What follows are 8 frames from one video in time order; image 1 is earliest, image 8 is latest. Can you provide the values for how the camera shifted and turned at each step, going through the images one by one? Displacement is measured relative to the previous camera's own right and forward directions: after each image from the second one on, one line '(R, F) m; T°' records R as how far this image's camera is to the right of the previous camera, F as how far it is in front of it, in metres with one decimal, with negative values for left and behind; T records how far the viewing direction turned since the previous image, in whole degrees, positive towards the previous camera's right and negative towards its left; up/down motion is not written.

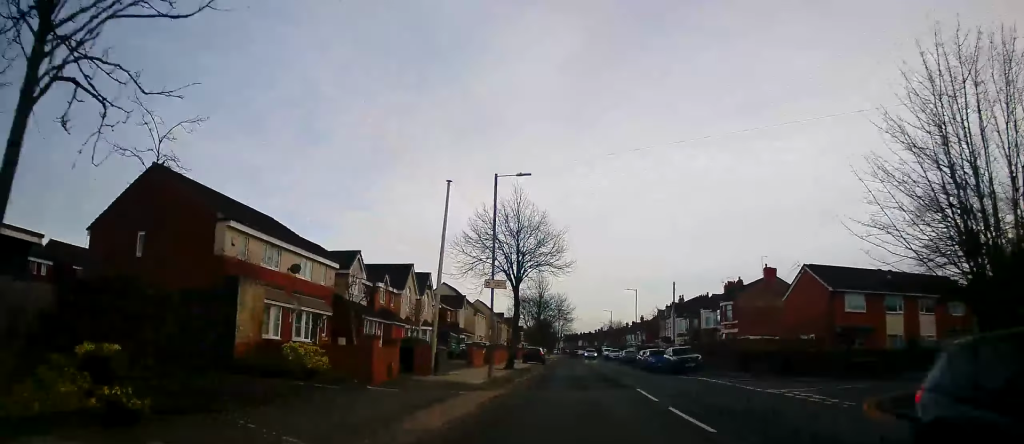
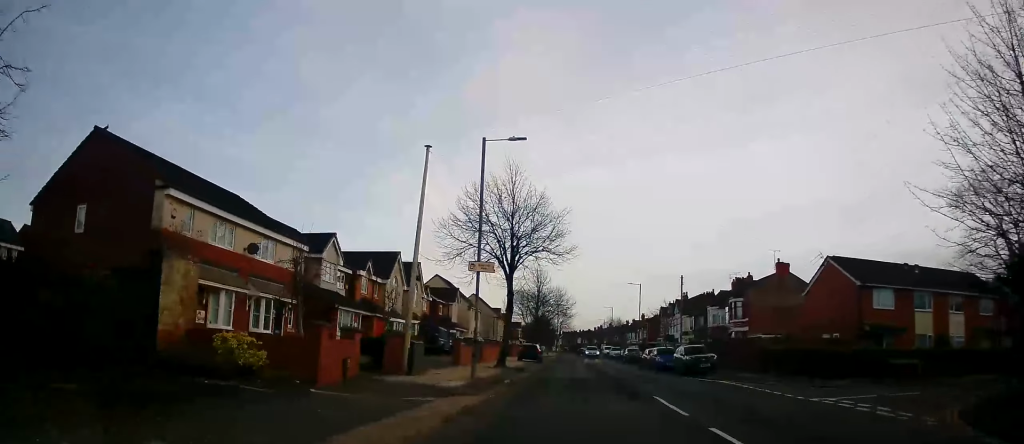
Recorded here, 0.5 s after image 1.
(0.0, +3.9) m; -1°
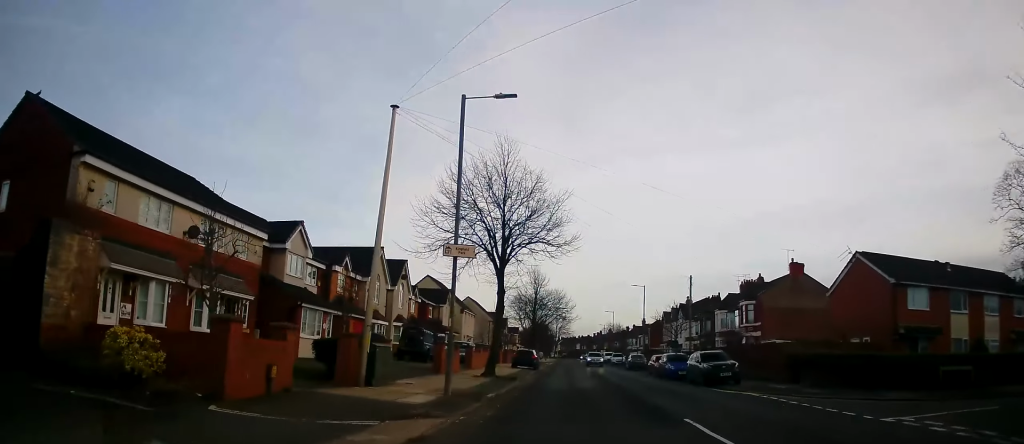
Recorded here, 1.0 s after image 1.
(0.0, +4.1) m; 0°
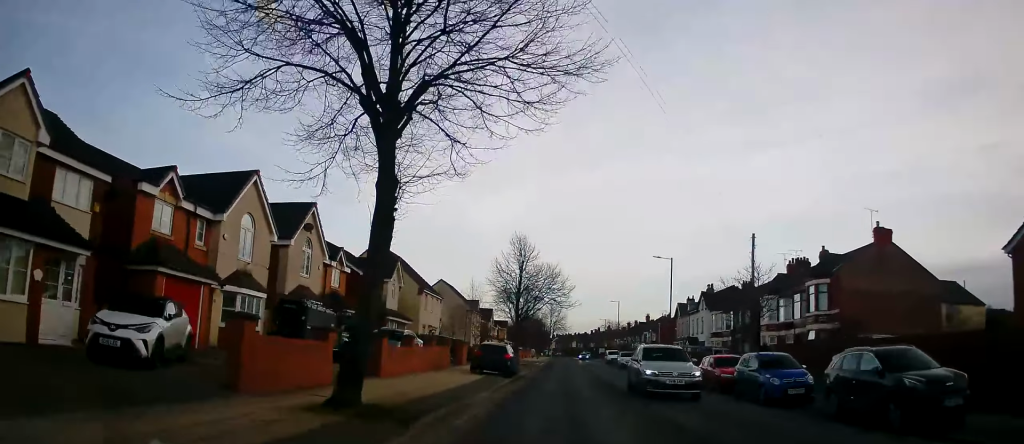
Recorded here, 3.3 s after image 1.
(+0.6, +17.1) m; +3°
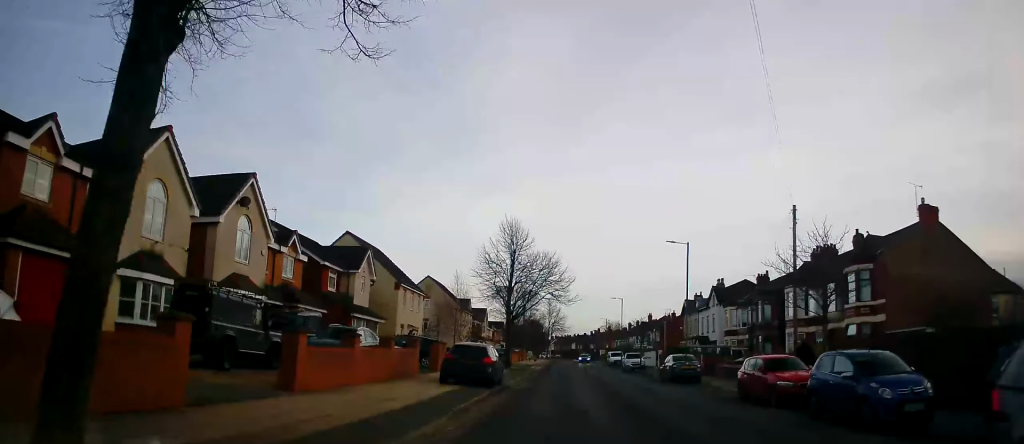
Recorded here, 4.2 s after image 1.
(0.0, +6.1) m; -1°
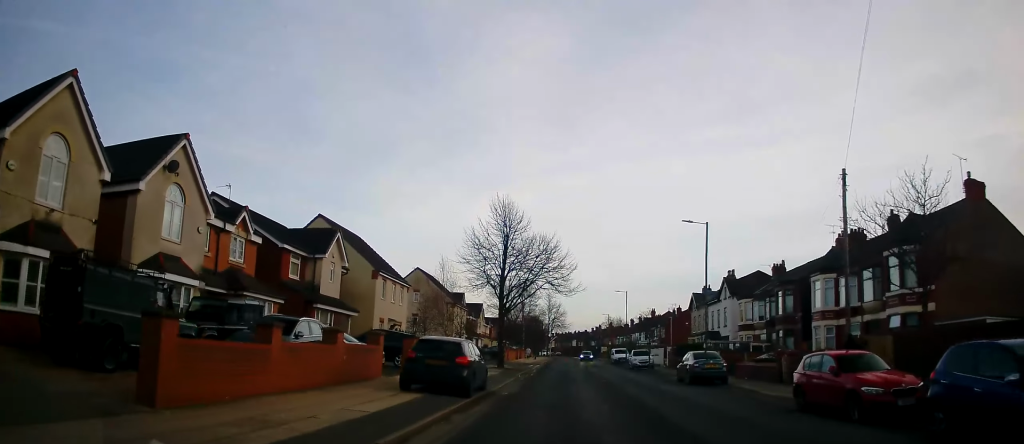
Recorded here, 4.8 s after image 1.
(0.0, +4.9) m; -1°
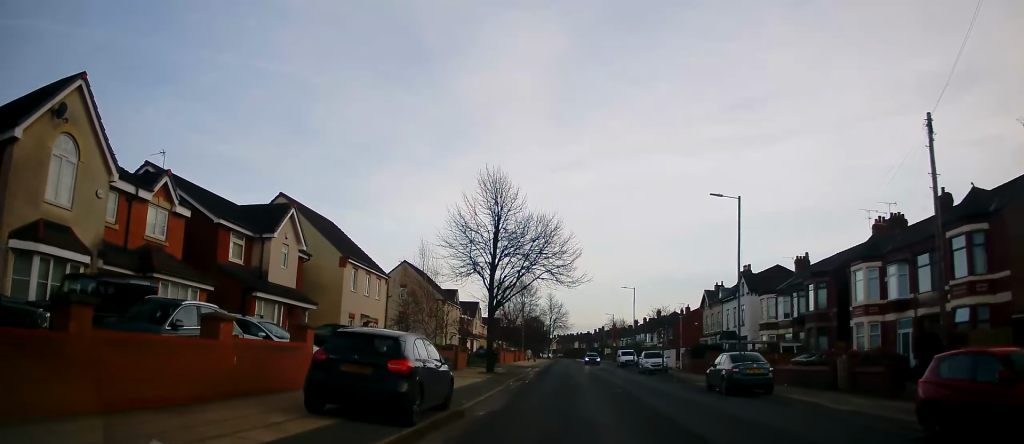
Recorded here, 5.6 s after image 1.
(-0.2, +5.7) m; 0°
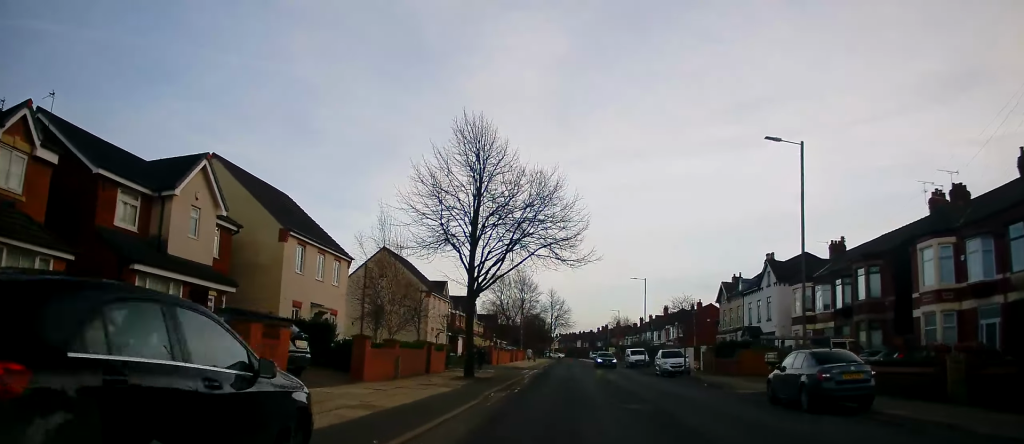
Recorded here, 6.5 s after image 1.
(+0.2, +6.9) m; 0°
